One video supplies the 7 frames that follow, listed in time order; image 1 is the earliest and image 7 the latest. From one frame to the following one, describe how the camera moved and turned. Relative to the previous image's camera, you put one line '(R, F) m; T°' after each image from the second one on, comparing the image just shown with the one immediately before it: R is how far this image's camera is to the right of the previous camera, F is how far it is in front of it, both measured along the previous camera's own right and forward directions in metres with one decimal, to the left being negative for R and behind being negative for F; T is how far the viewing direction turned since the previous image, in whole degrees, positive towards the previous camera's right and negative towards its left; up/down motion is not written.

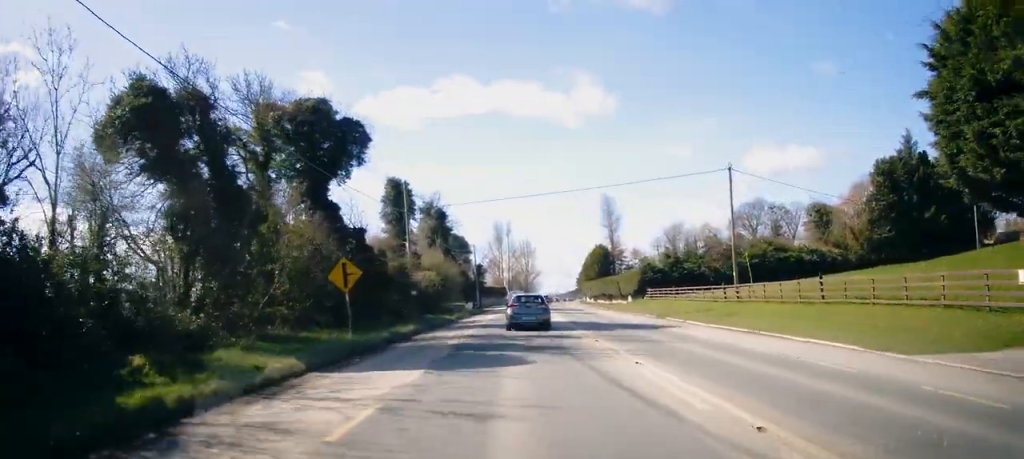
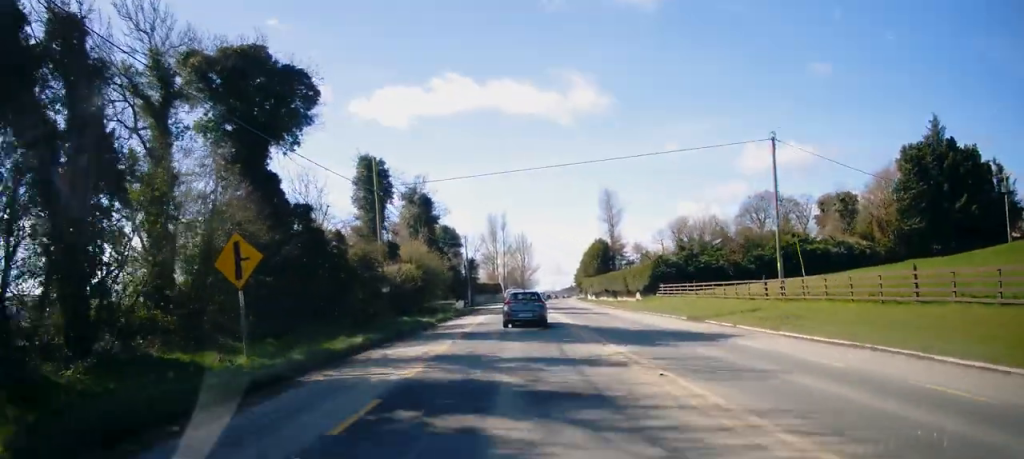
(+0.1, +7.8) m; +1°
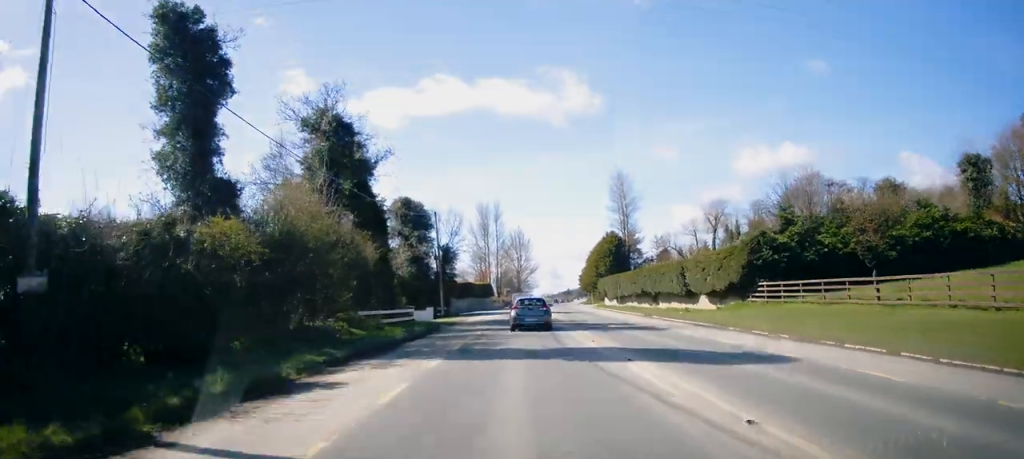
(+0.7, +26.3) m; +1°
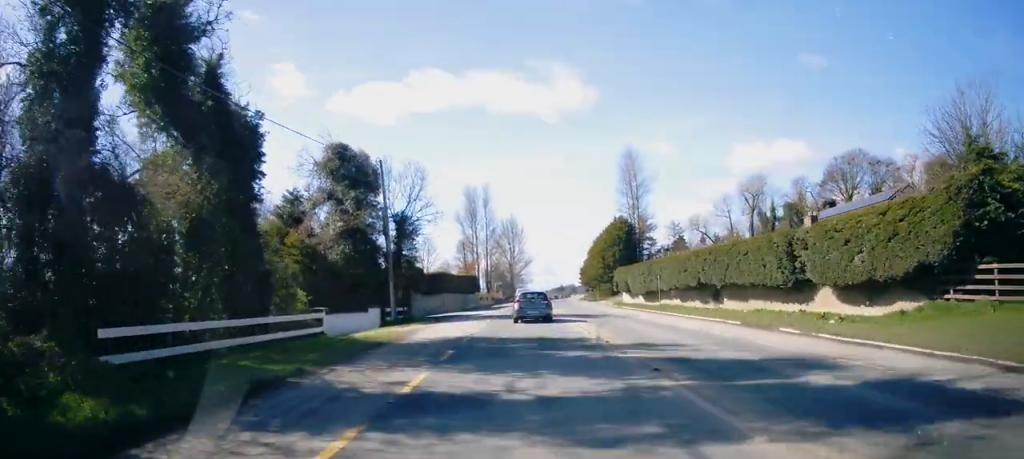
(+0.1, +19.6) m; +1°
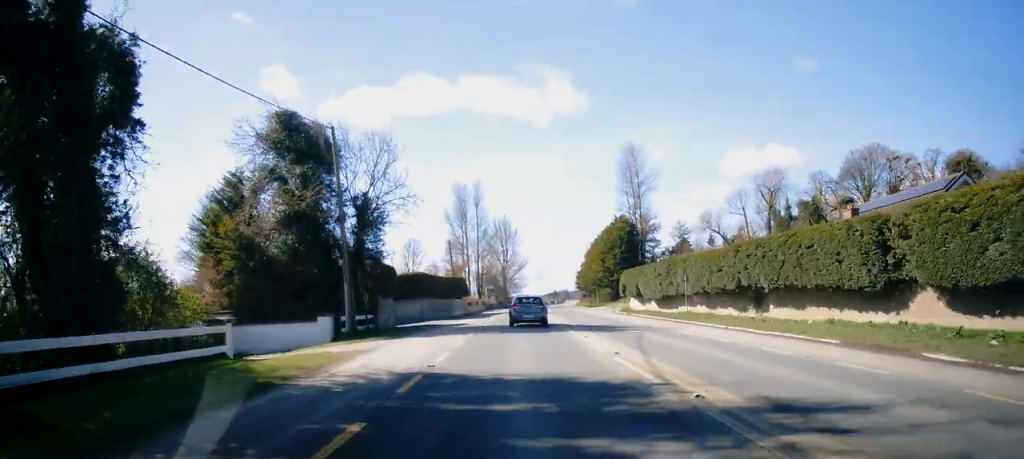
(0.0, +8.1) m; 0°
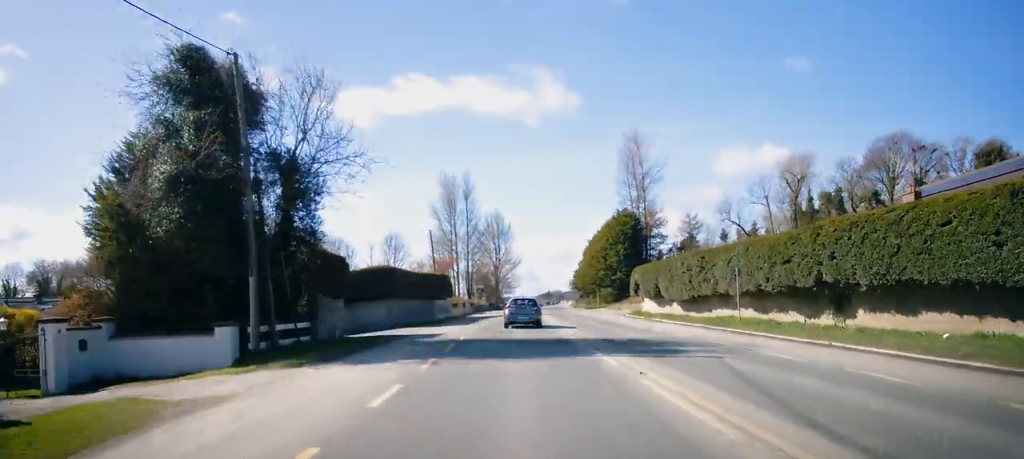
(-0.2, +9.2) m; 0°
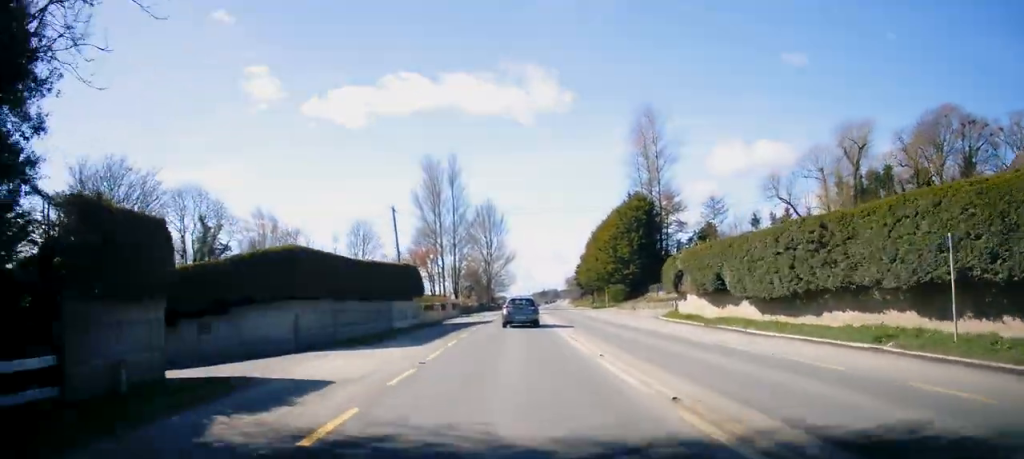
(+0.3, +14.4) m; +1°
